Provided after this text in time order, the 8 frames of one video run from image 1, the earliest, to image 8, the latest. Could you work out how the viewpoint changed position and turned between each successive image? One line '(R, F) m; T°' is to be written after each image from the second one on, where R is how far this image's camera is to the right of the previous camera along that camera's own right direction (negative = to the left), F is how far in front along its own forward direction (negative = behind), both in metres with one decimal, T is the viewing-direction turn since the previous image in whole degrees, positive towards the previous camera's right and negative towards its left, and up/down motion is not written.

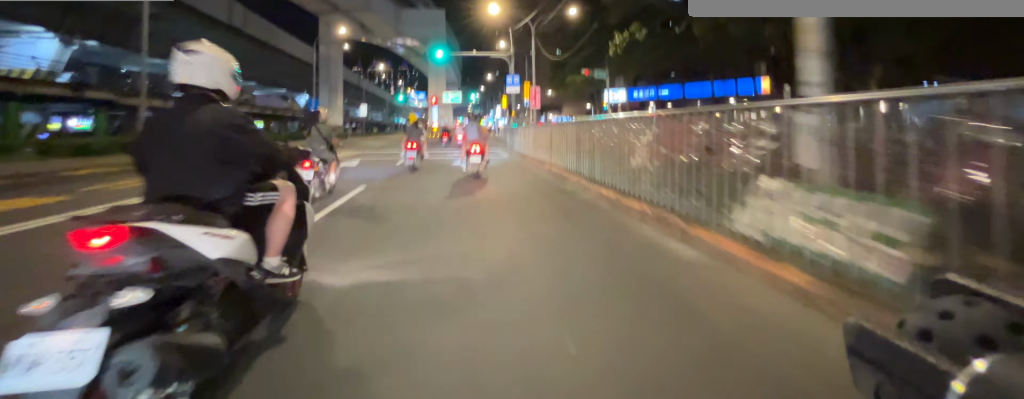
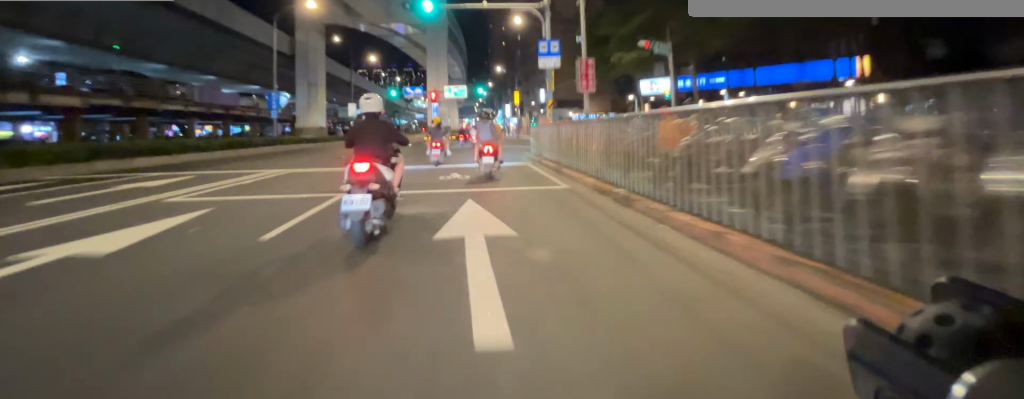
(0.0, +10.1) m; +1°
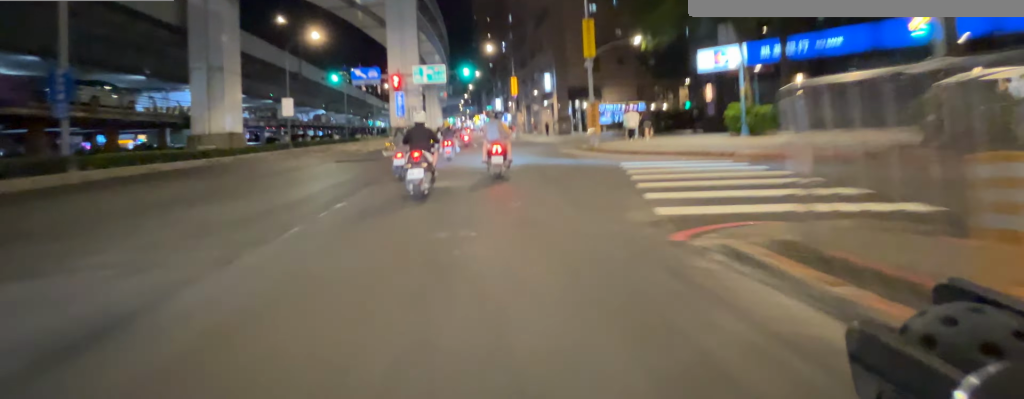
(+0.2, +15.5) m; +1°
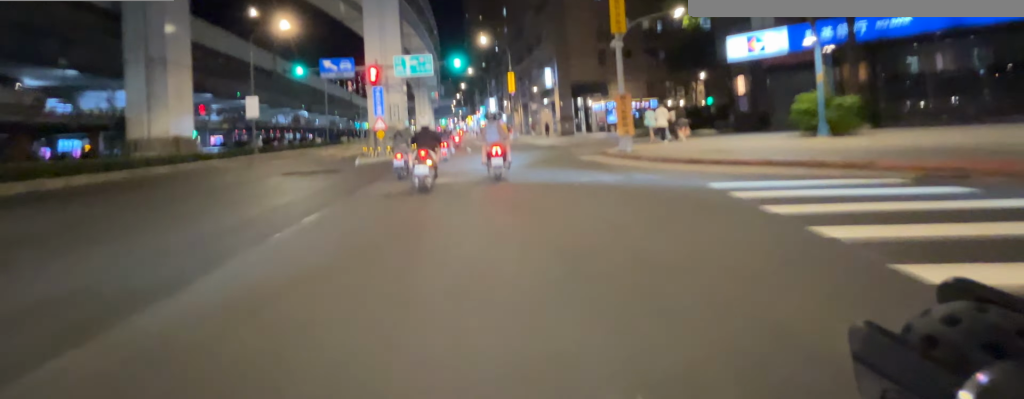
(0.0, +5.0) m; 0°
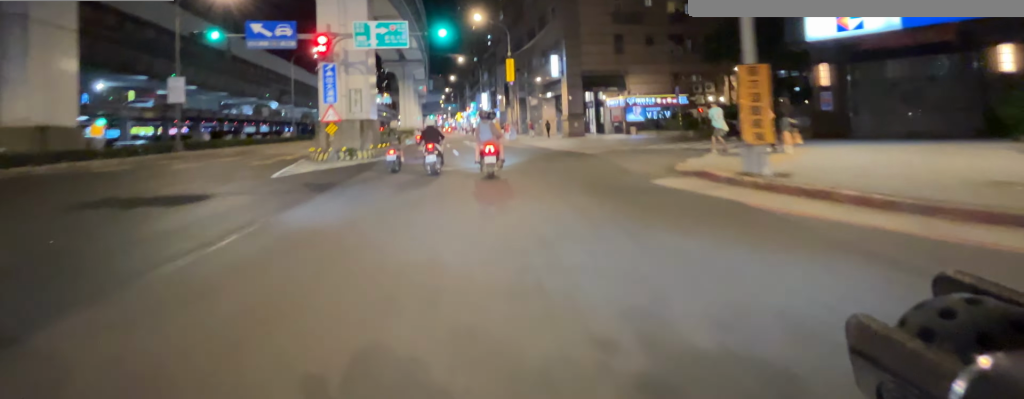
(0.0, +7.8) m; 0°
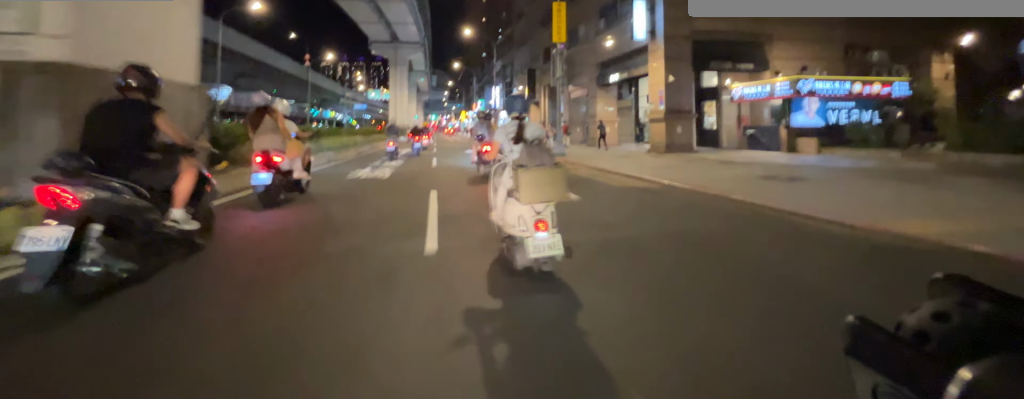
(-0.3, +17.2) m; -3°
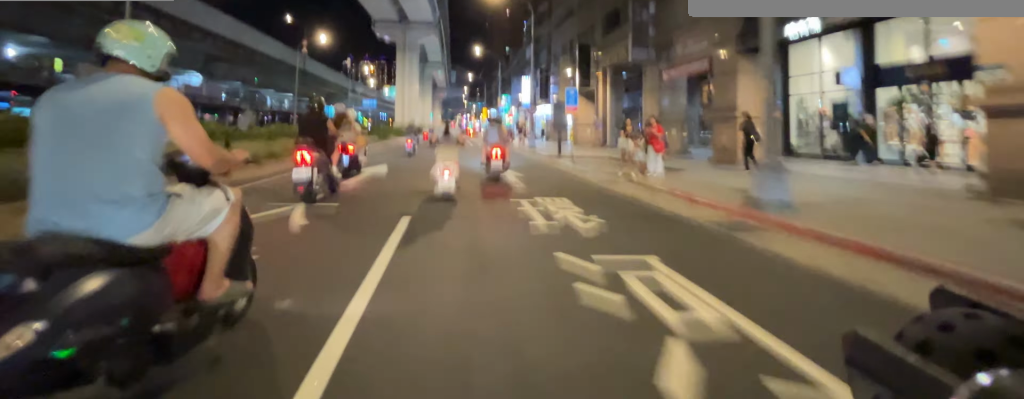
(-0.3, +12.5) m; -2°
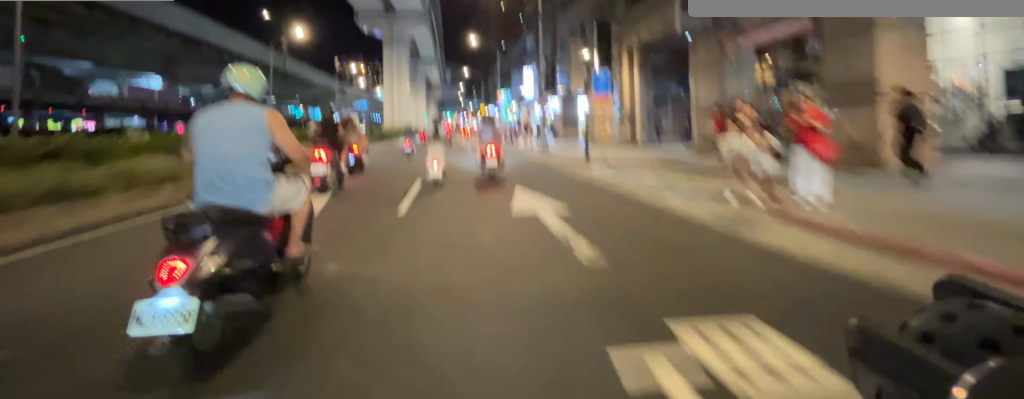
(0.0, +5.2) m; -1°
